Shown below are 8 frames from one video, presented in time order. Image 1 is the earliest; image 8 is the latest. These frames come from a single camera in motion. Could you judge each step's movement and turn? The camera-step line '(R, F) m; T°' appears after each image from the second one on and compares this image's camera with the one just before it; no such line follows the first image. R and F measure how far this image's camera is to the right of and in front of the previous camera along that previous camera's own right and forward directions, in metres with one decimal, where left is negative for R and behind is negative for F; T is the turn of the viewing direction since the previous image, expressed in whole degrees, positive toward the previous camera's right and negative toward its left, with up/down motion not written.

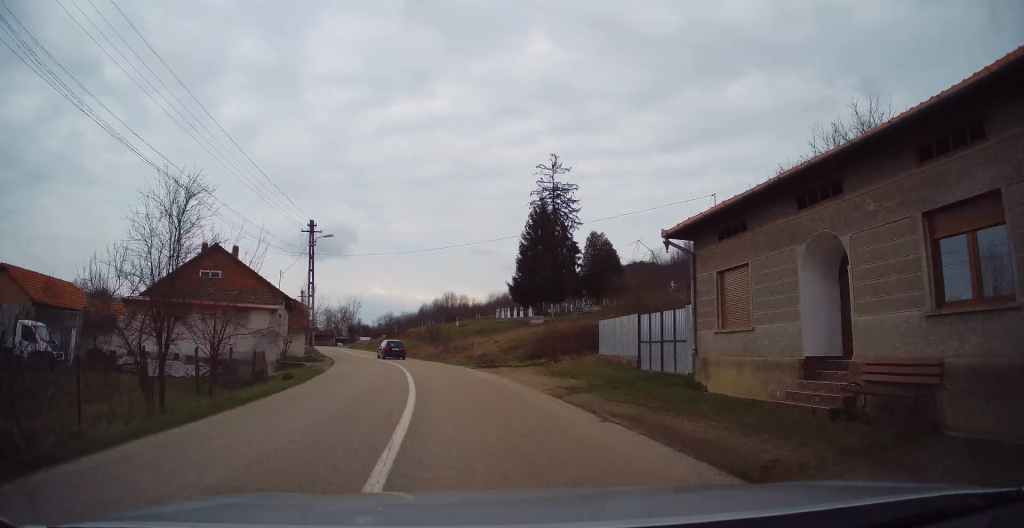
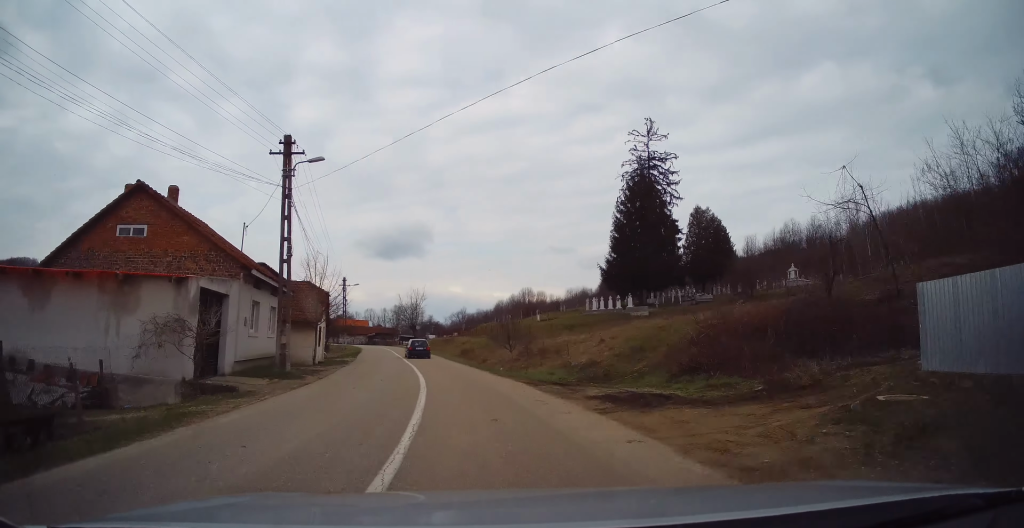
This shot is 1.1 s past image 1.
(-0.5, +14.7) m; -6°
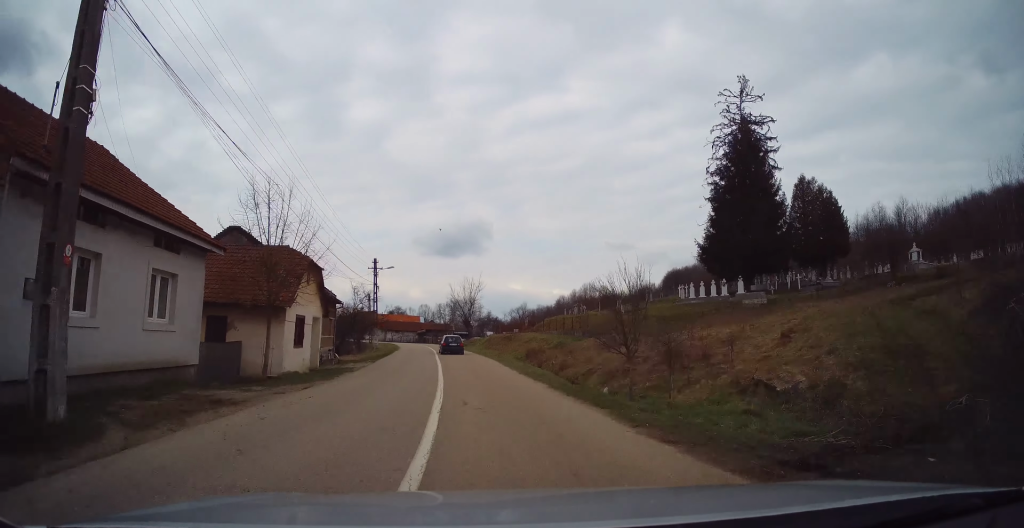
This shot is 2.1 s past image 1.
(-0.9, +12.9) m; -7°
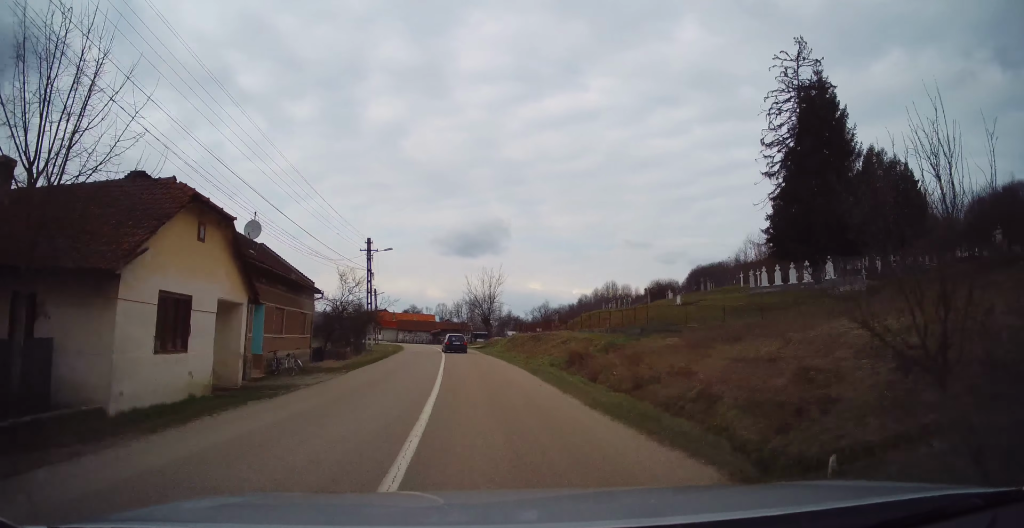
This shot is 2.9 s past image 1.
(-0.4, +9.9) m; -3°
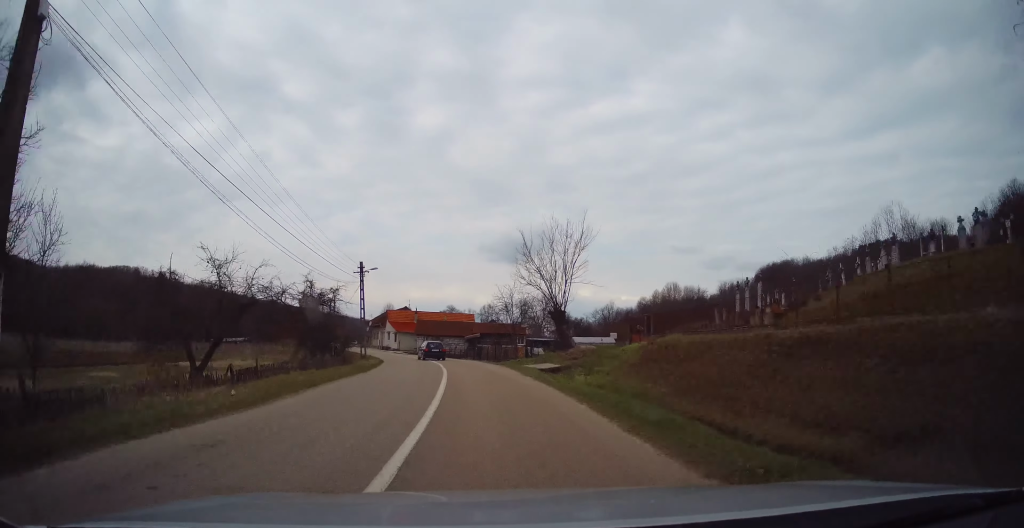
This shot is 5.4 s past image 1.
(-1.3, +32.1) m; -6°
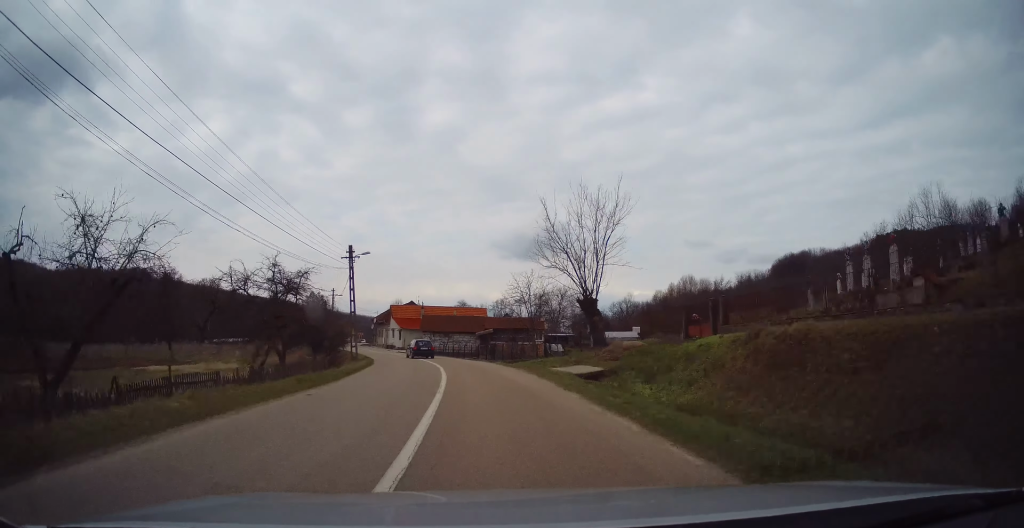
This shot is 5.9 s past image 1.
(-0.1, +7.0) m; -2°
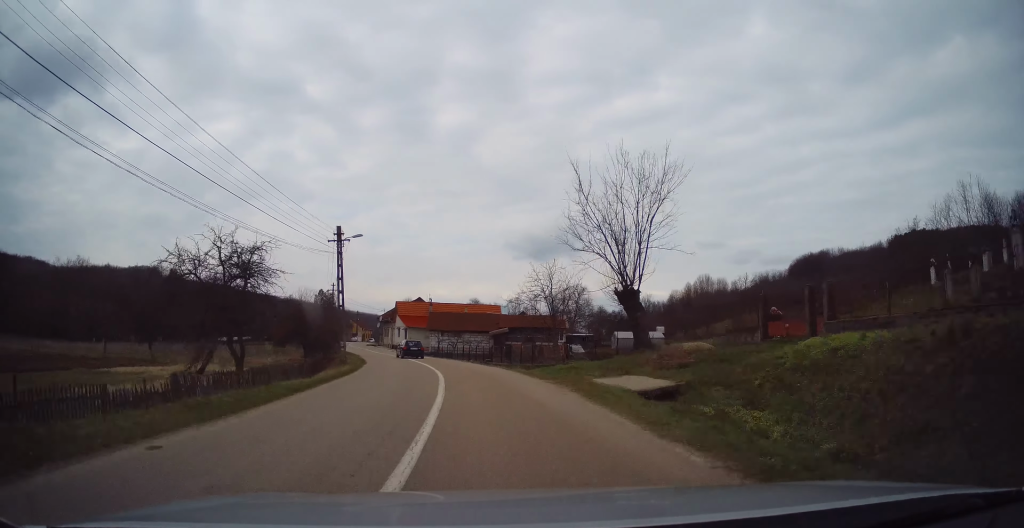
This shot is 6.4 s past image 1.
(0.0, +6.2) m; -1°
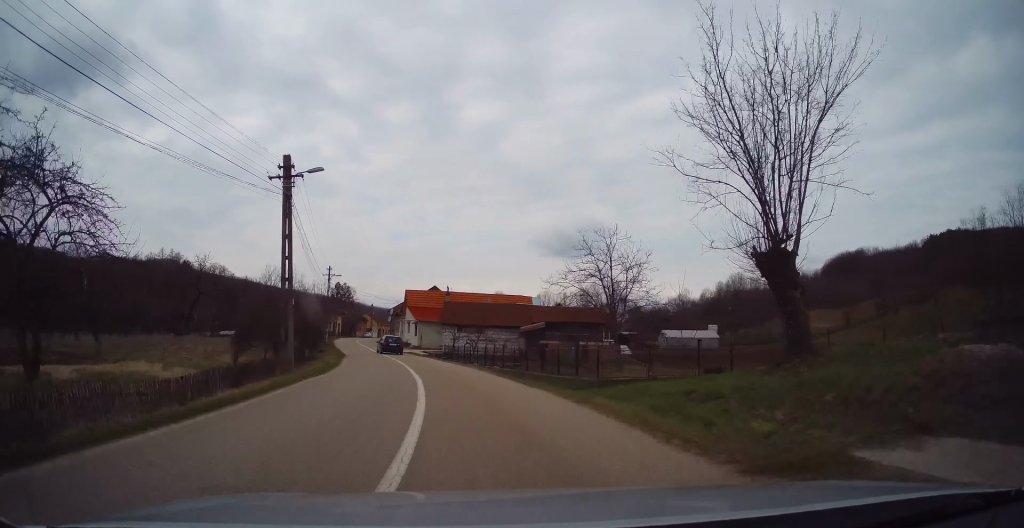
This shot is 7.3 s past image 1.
(-0.3, +11.9) m; -4°
